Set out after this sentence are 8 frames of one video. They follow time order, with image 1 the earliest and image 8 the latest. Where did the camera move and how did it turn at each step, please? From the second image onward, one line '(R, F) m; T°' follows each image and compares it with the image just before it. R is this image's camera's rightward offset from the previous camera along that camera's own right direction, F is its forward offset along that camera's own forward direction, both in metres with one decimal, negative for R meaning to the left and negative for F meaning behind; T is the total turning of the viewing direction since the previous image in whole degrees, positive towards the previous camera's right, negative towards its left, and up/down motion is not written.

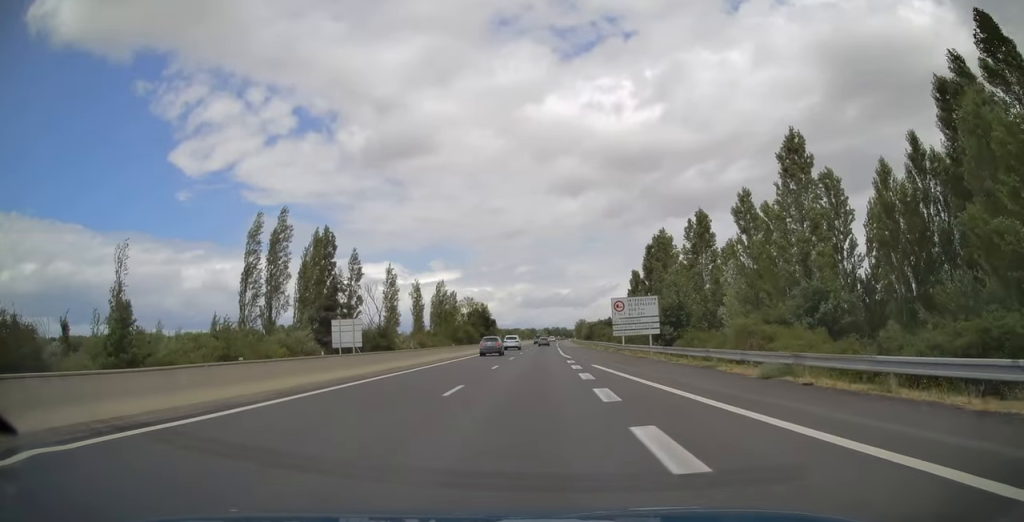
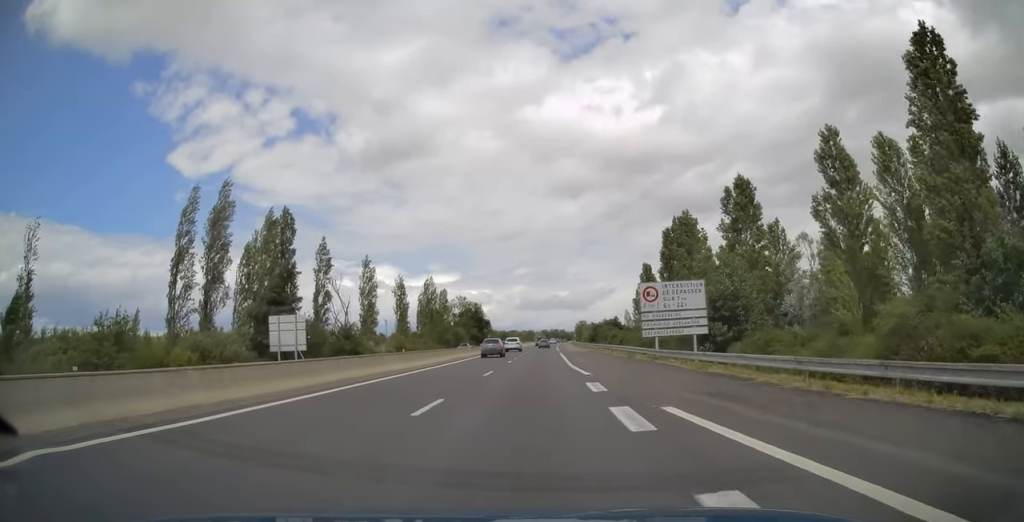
(+0.1, +16.6) m; 0°
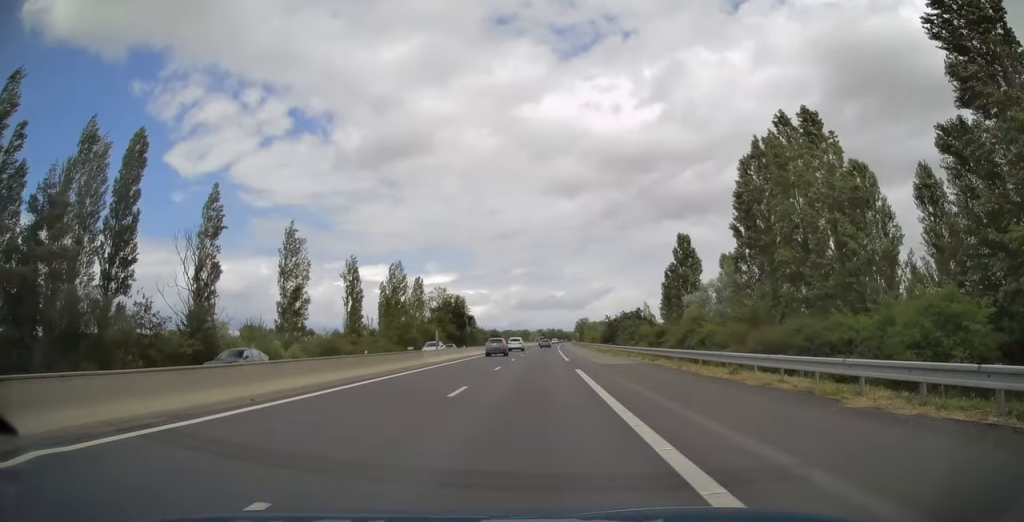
(+0.1, +35.4) m; 0°
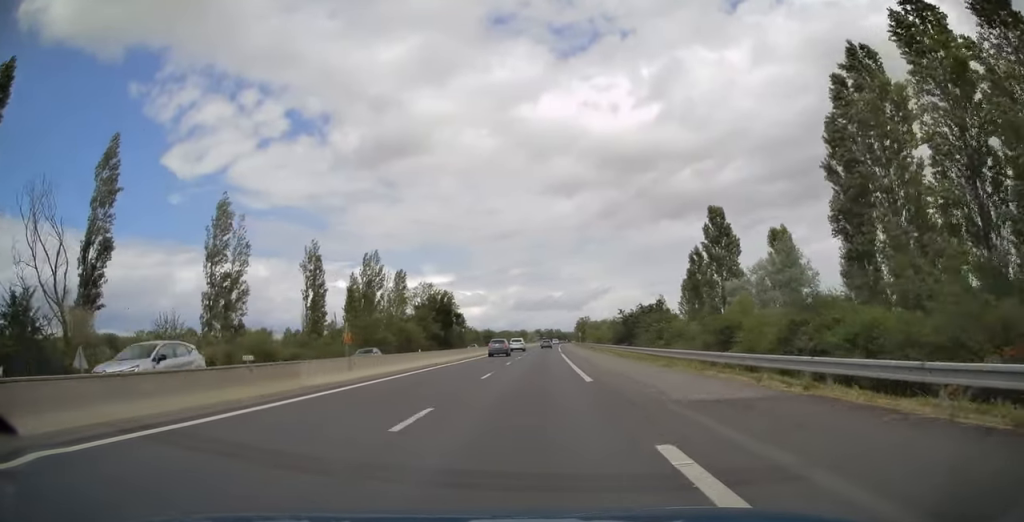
(0.0, +18.7) m; 0°
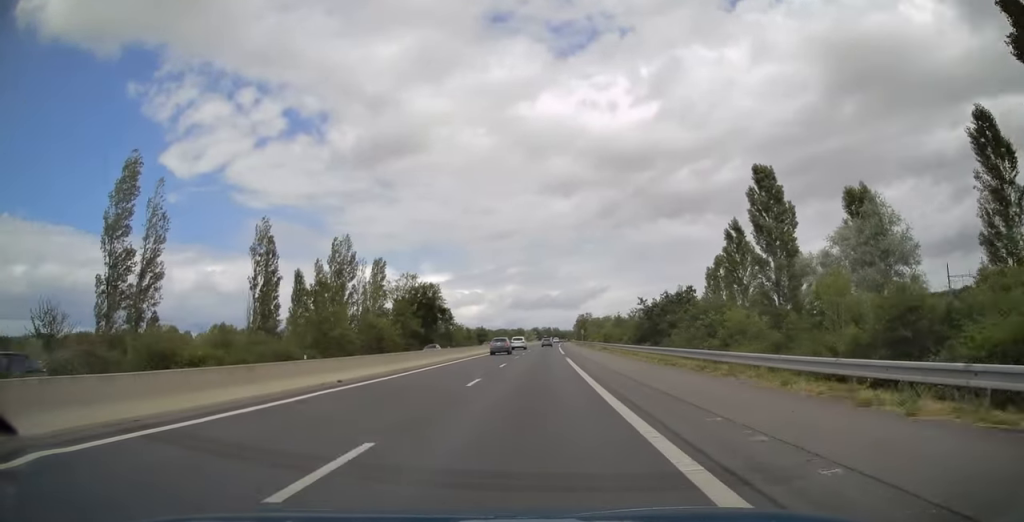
(0.0, +17.1) m; 0°
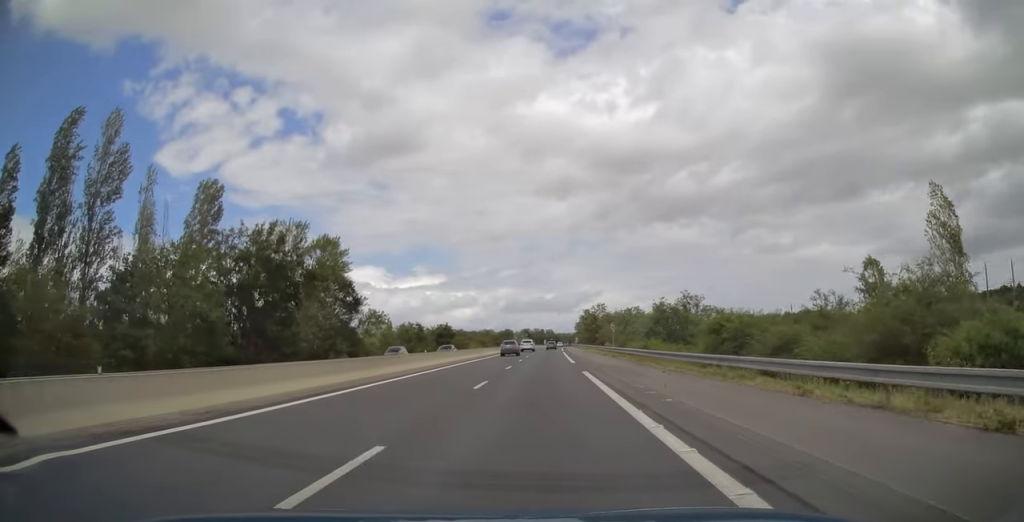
(+0.4, +65.5) m; +1°
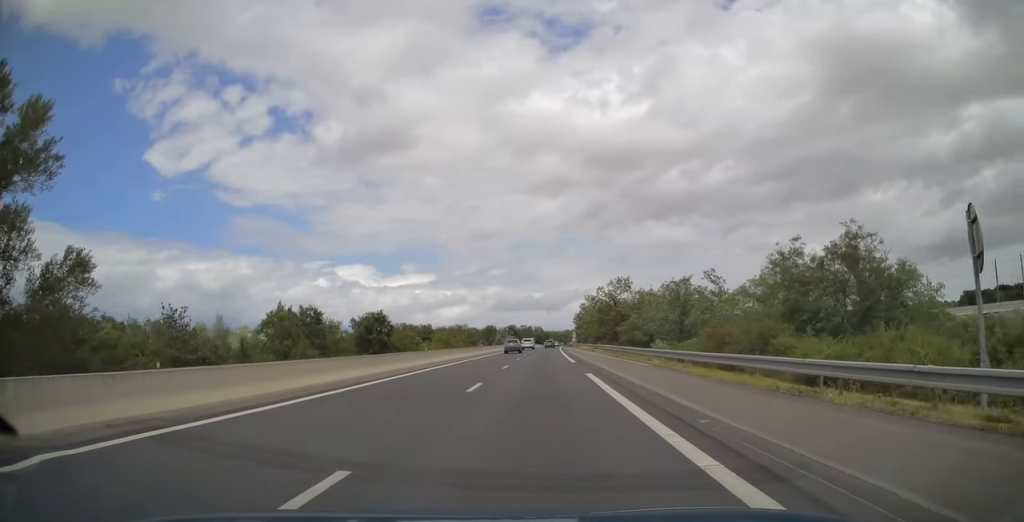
(+0.3, +53.7) m; +1°
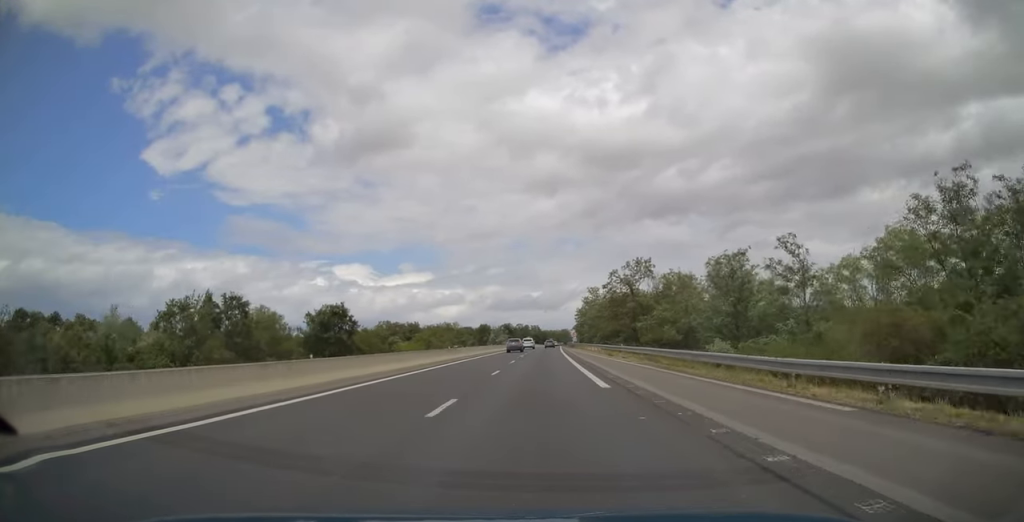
(0.0, +18.8) m; 0°
